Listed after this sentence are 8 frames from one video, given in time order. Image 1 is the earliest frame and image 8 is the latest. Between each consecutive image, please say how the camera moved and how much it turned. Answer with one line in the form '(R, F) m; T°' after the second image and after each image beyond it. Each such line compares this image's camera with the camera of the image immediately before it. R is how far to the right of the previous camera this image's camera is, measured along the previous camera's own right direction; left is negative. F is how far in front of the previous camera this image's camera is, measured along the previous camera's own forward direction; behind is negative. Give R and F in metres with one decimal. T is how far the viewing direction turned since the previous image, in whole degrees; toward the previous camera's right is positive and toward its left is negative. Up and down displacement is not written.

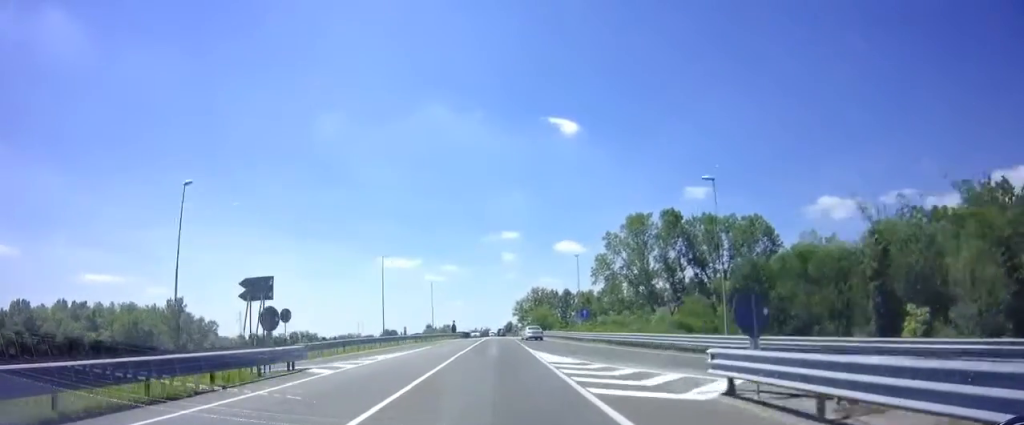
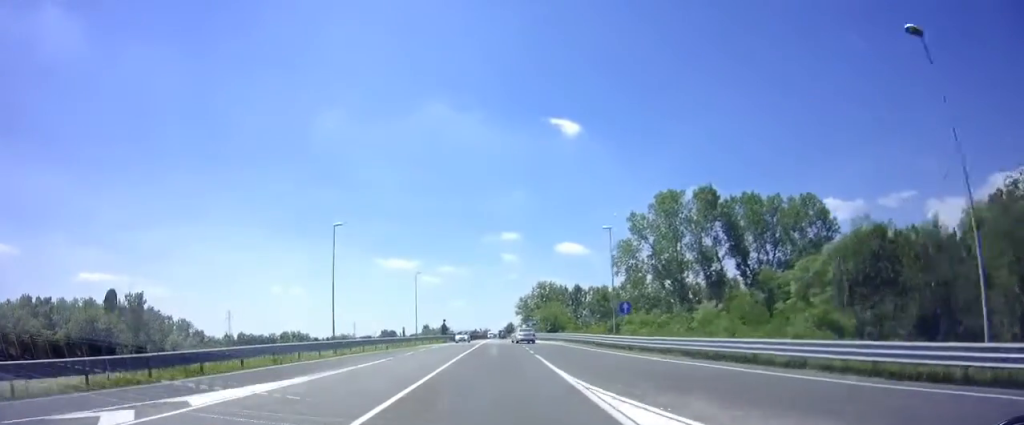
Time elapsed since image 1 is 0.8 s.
(-0.2, +15.8) m; -1°
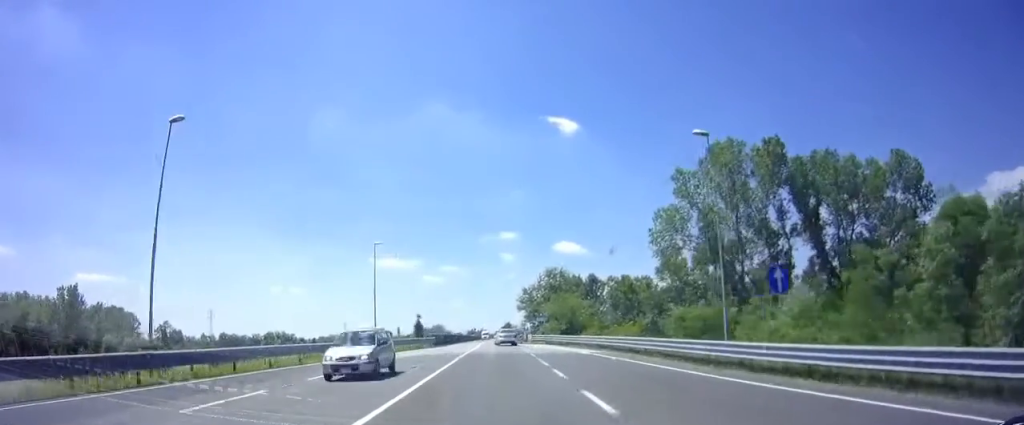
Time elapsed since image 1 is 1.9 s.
(-0.1, +20.3) m; 0°
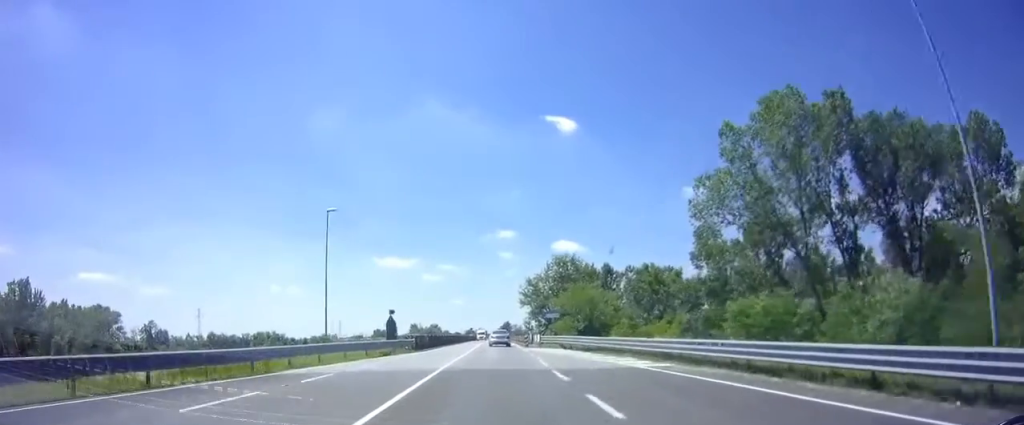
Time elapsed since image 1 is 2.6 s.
(0.0, +11.6) m; +1°
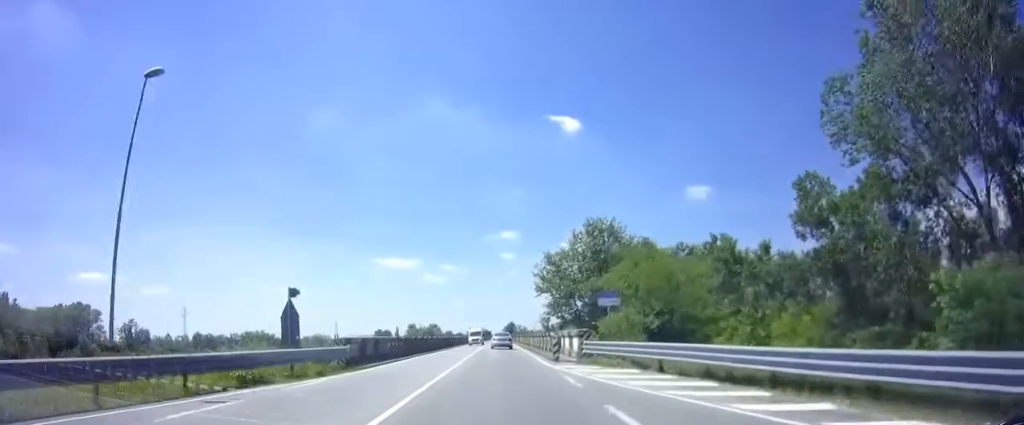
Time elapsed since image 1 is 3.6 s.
(+0.2, +19.7) m; +1°
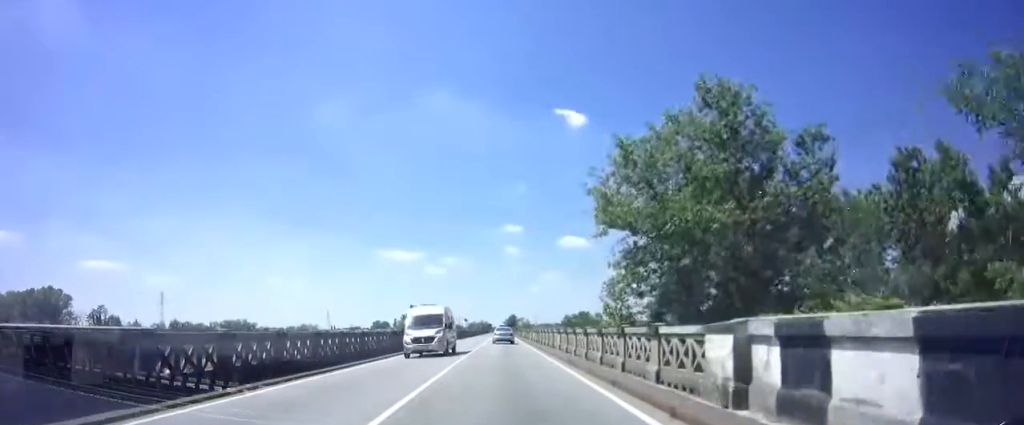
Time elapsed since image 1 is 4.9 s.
(-0.1, +23.1) m; 0°
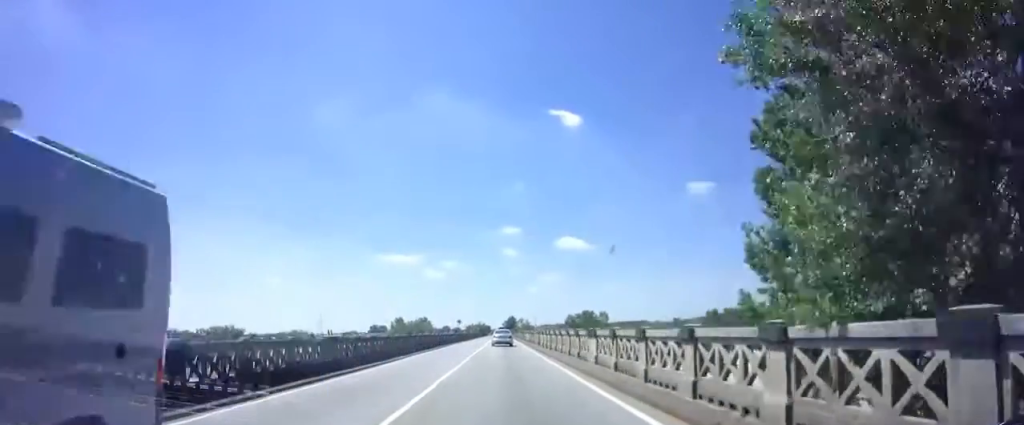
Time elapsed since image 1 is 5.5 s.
(0.0, +12.6) m; 0°
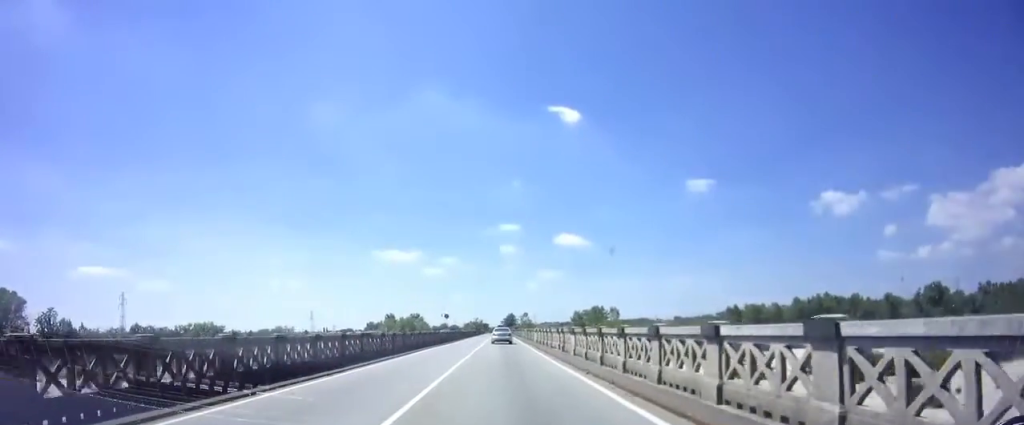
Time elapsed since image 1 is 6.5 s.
(+0.1, +17.8) m; 0°
